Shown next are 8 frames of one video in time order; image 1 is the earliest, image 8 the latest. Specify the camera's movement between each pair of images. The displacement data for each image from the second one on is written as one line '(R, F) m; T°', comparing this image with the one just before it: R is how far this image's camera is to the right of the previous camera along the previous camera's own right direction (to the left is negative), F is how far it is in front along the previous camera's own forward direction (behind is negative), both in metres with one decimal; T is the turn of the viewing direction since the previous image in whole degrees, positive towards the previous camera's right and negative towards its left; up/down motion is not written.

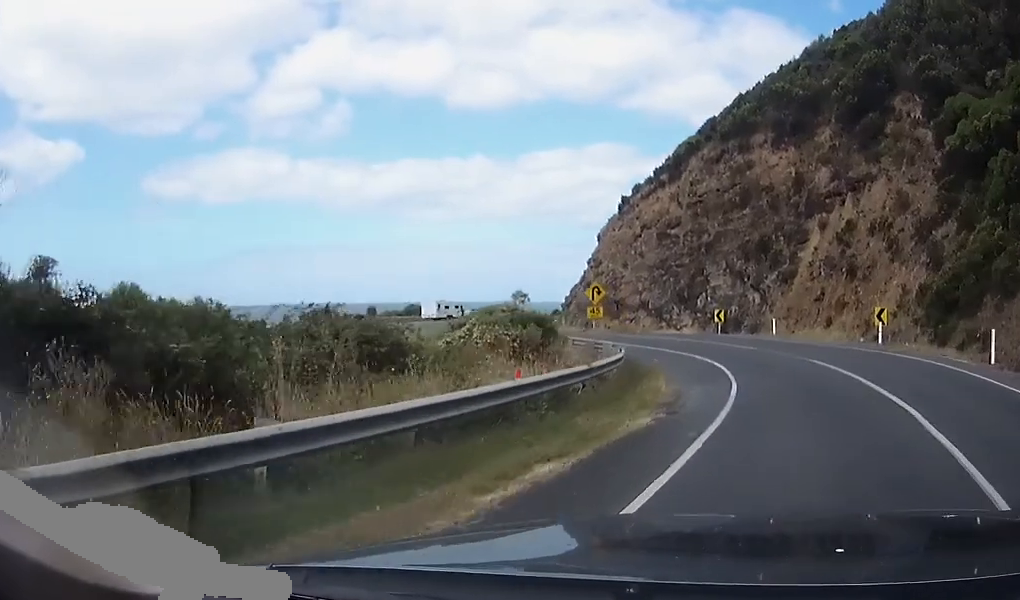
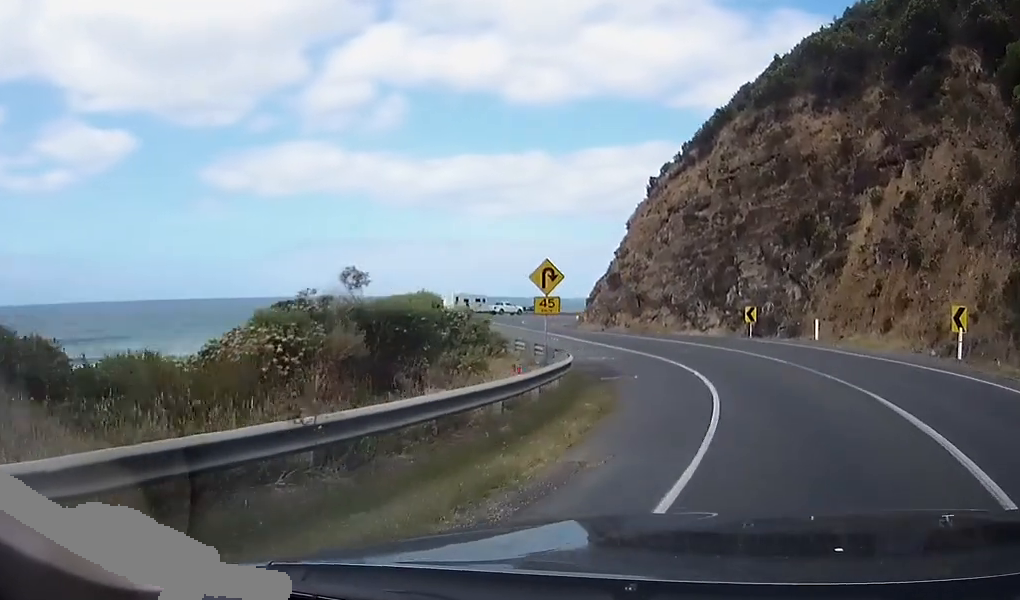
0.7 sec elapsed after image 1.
(-0.3, +9.1) m; -8°
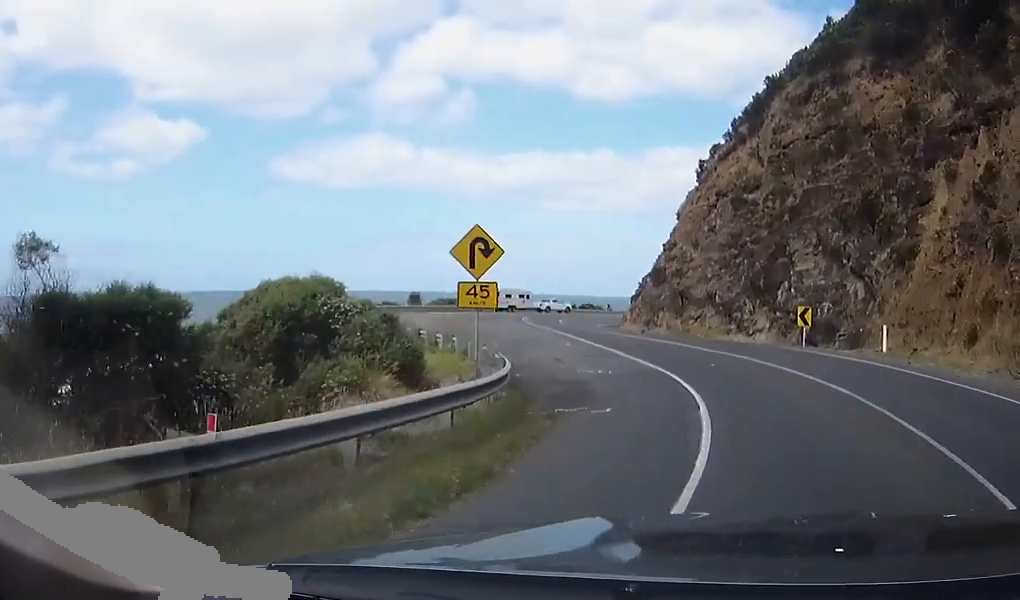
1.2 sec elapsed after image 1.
(-0.8, +6.9) m; -7°
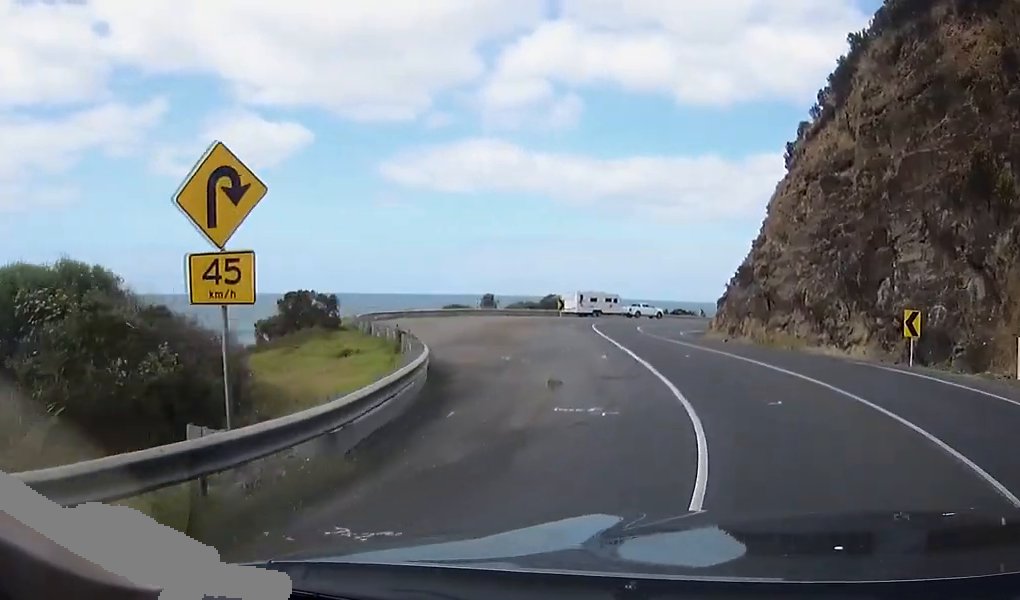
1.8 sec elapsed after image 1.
(-0.5, +7.6) m; -7°
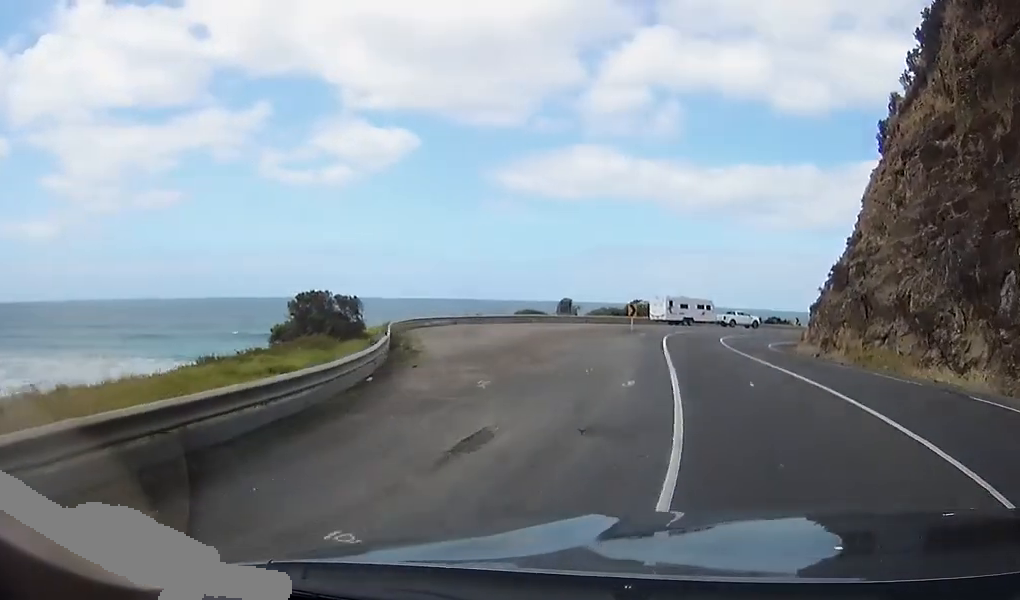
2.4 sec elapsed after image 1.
(-0.5, +7.0) m; -5°
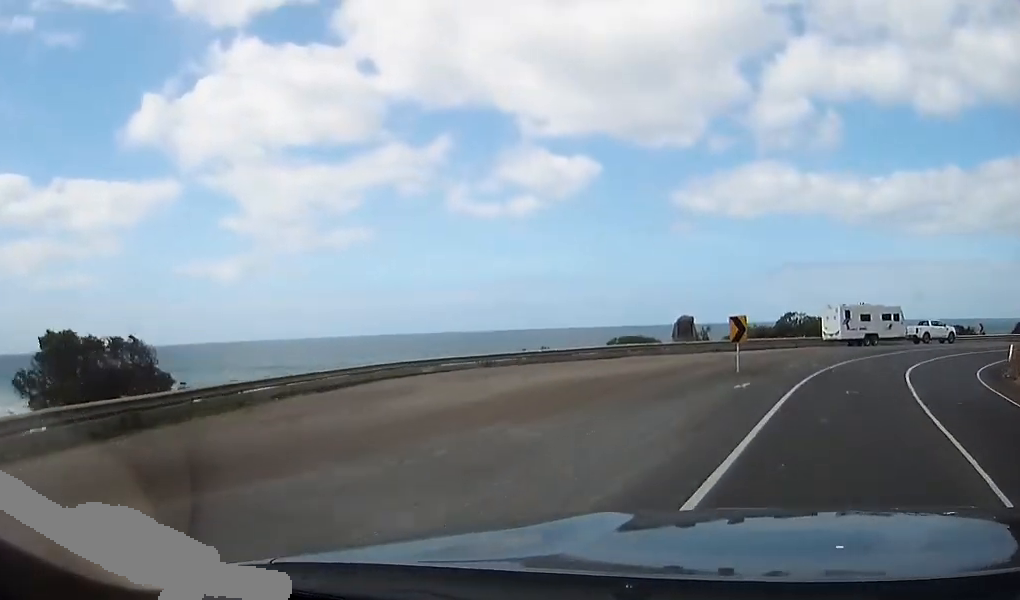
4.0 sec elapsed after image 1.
(-1.0, +21.2) m; +1°
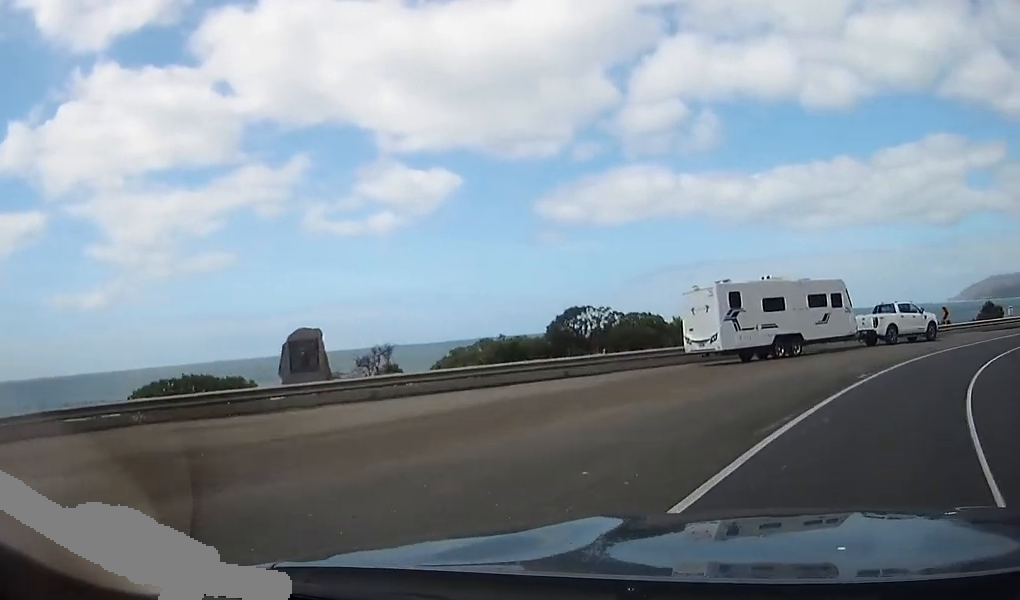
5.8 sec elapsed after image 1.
(+3.7, +23.9) m; +22°
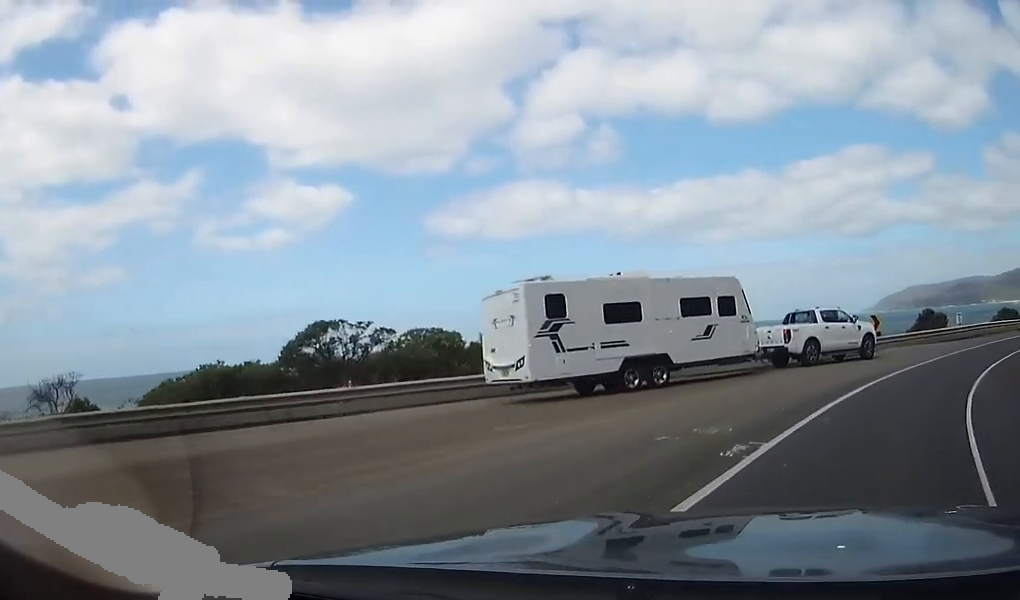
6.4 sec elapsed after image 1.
(+0.5, +8.5) m; +10°
